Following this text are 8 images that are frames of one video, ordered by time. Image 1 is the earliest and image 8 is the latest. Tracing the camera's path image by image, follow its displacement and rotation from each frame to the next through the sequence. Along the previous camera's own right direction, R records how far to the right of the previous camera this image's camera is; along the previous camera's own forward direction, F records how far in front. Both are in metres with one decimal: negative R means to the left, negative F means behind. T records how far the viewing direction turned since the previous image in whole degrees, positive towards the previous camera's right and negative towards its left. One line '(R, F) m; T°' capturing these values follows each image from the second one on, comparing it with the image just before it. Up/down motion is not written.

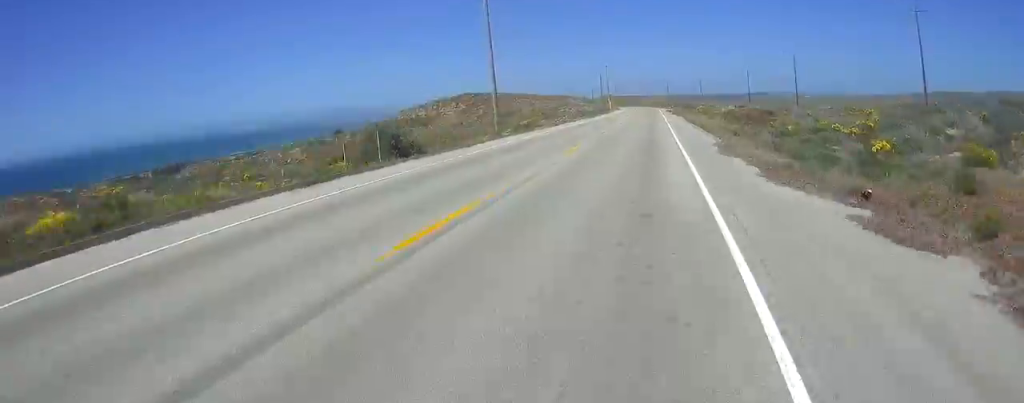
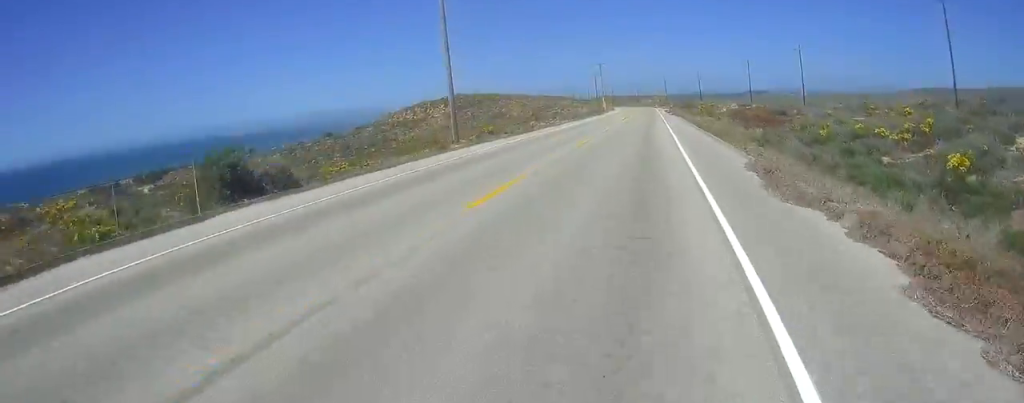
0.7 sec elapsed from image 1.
(0.0, +10.6) m; 0°
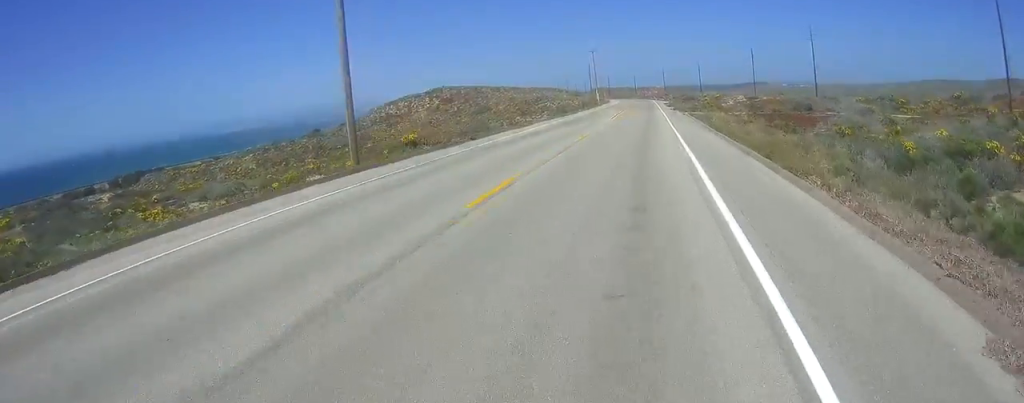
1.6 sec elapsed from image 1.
(0.0, +14.6) m; 0°
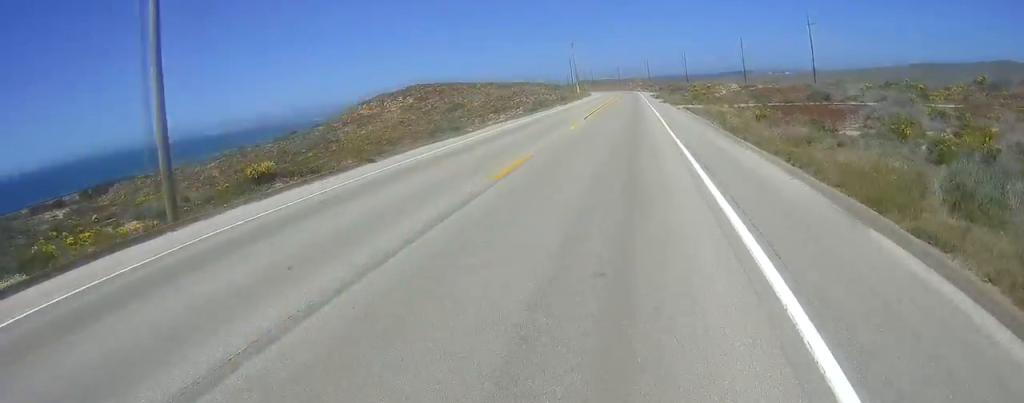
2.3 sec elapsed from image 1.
(0.0, +11.3) m; 0°
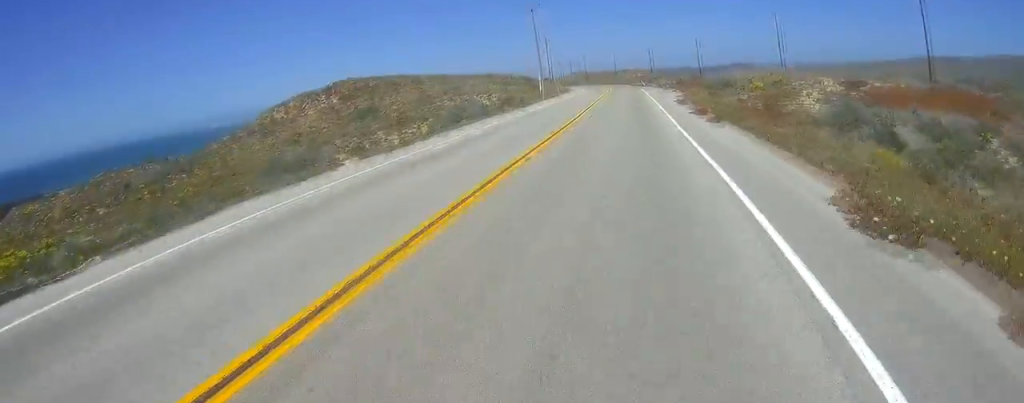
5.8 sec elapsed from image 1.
(-1.1, +56.1) m; -2°
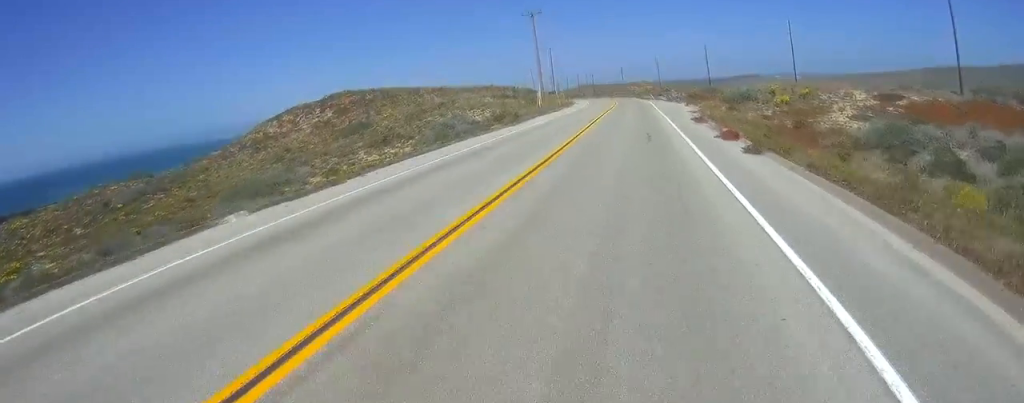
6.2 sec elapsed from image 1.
(0.0, +6.8) m; -1°
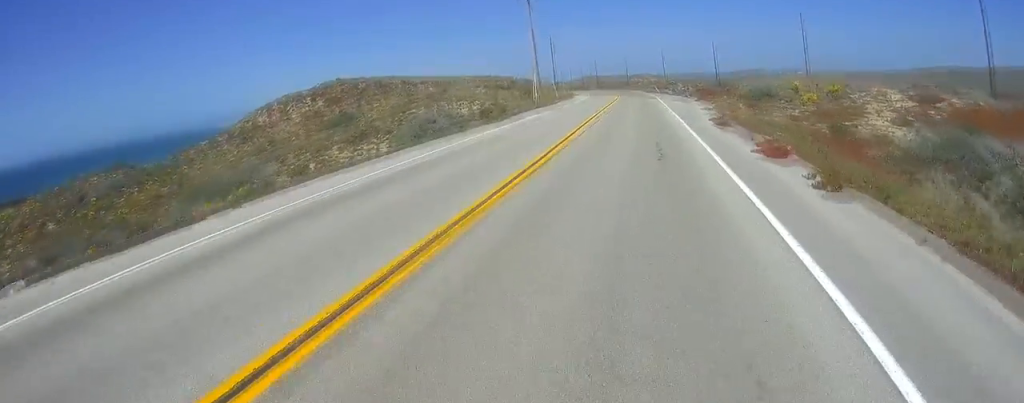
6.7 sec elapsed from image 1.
(+0.1, +6.8) m; -1°
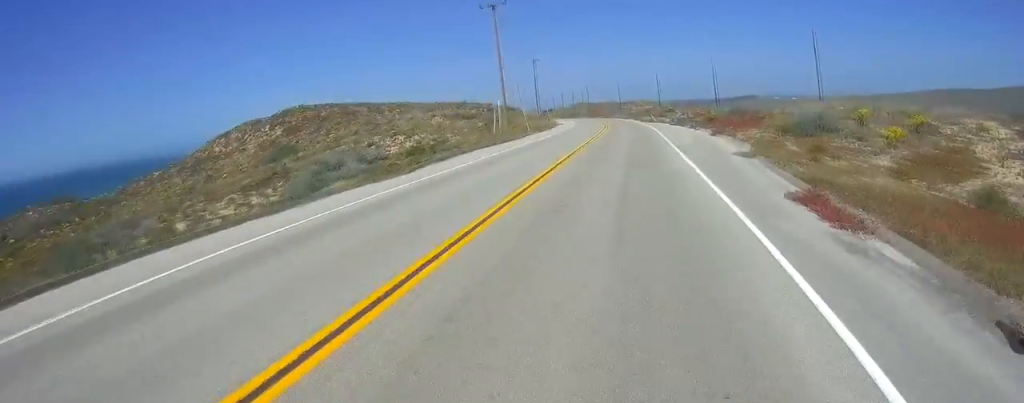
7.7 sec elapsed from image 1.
(-0.3, +15.8) m; -1°
